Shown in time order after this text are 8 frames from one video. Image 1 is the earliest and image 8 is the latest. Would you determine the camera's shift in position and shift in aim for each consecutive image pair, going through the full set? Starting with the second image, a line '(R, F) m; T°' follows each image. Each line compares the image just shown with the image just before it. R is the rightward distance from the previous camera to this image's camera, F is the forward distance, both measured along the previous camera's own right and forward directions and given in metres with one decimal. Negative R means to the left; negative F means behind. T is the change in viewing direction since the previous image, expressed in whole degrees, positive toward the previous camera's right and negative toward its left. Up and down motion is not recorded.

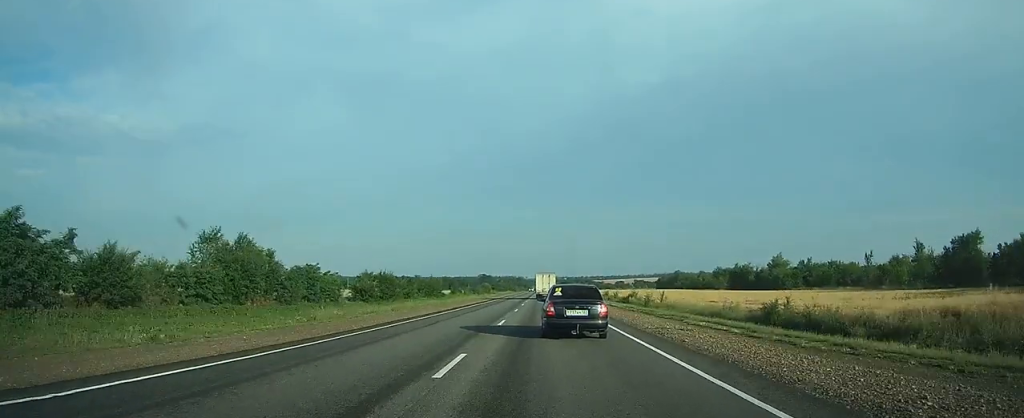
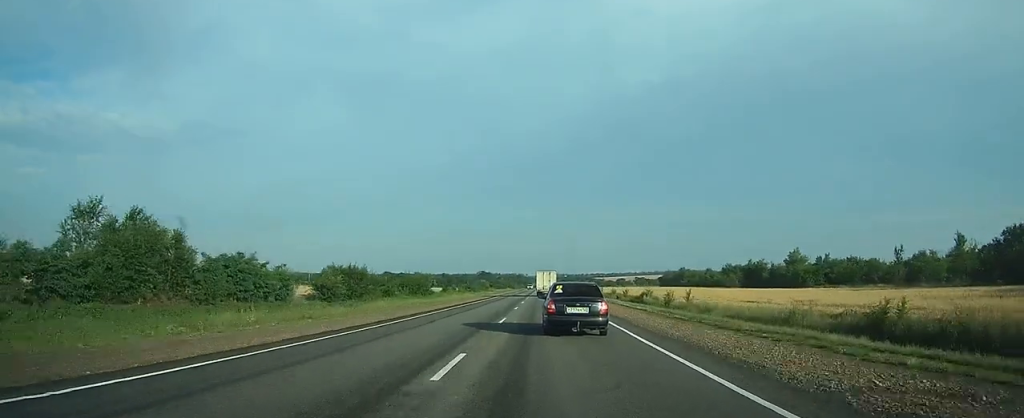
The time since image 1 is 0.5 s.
(0.0, +12.1) m; 0°
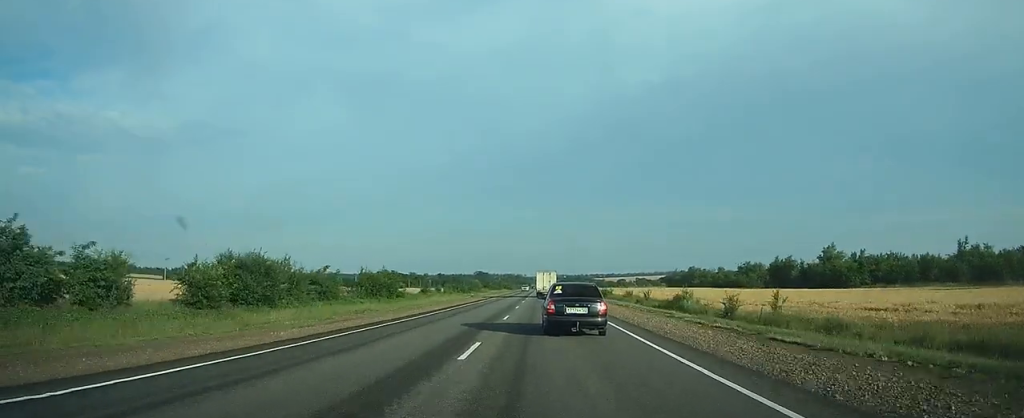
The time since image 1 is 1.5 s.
(0.0, +21.5) m; 0°
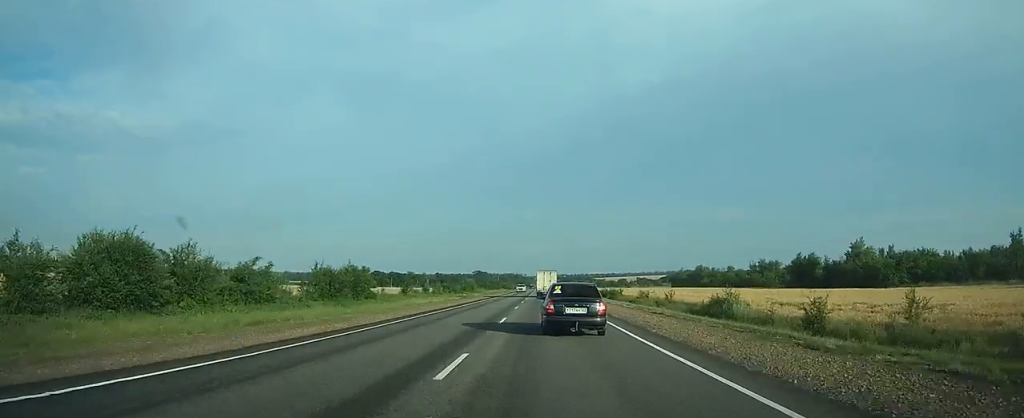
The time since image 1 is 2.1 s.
(0.0, +13.9) m; 0°
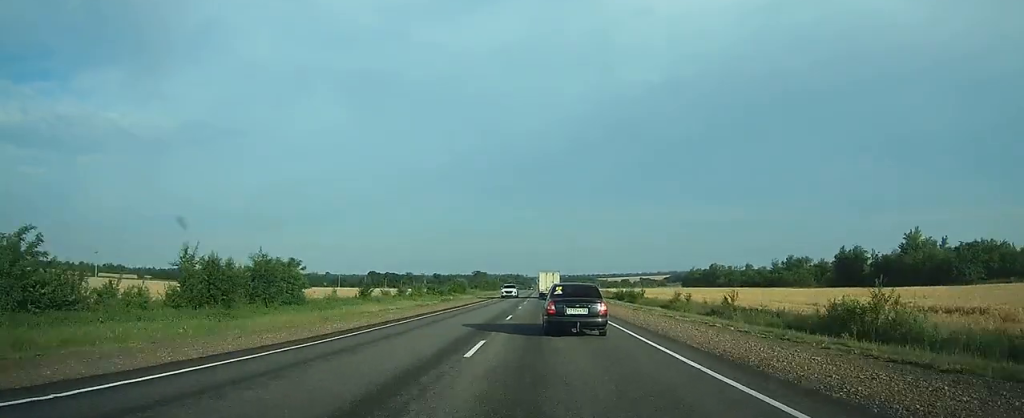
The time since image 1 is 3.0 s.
(0.0, +21.1) m; 0°
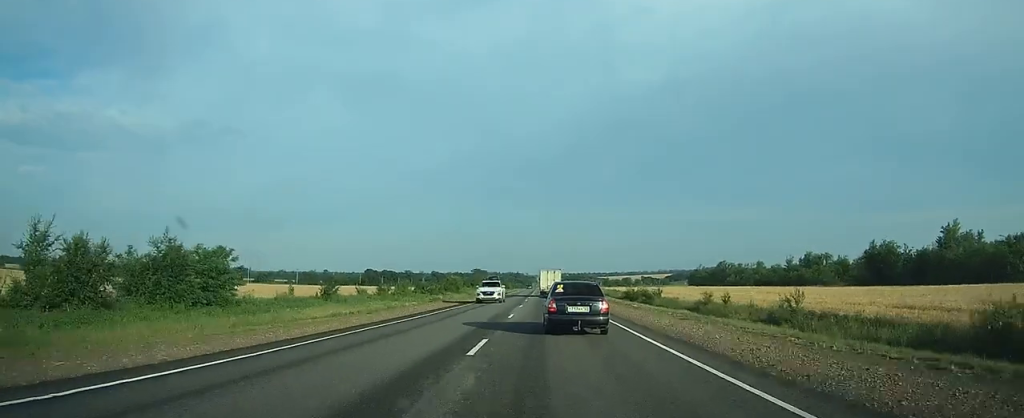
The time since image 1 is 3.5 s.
(0.0, +11.9) m; 0°
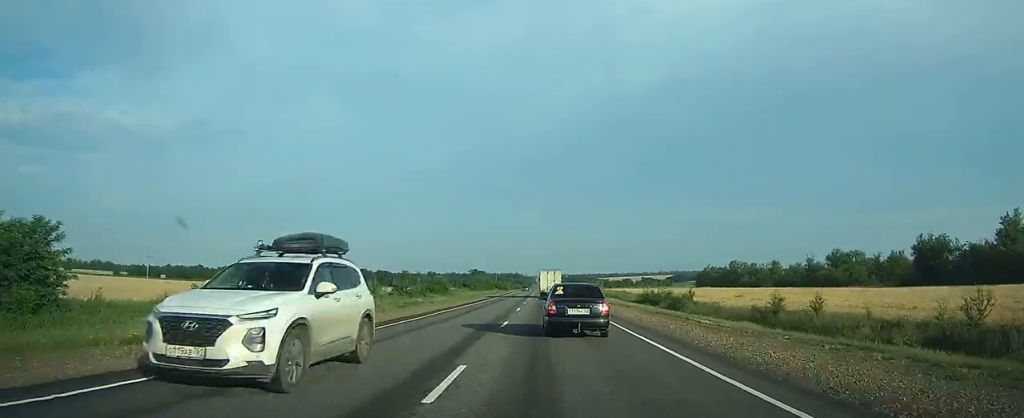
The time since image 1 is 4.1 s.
(0.0, +16.0) m; 0°
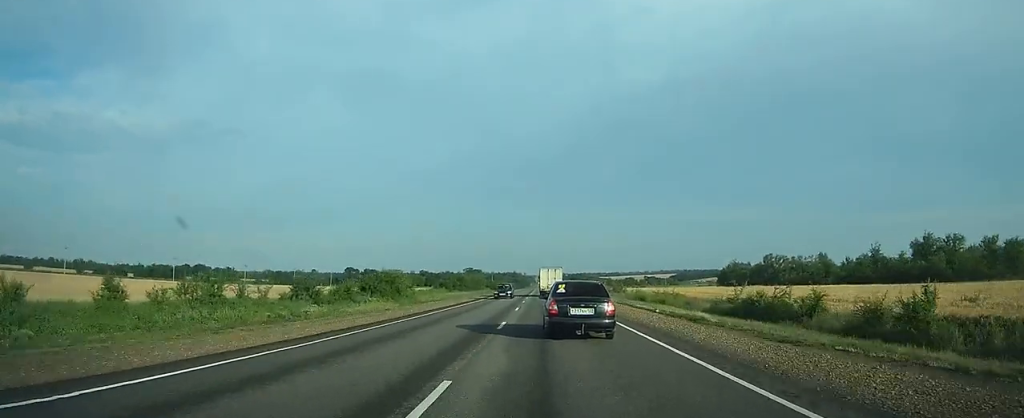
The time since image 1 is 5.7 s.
(0.0, +37.6) m; 0°
